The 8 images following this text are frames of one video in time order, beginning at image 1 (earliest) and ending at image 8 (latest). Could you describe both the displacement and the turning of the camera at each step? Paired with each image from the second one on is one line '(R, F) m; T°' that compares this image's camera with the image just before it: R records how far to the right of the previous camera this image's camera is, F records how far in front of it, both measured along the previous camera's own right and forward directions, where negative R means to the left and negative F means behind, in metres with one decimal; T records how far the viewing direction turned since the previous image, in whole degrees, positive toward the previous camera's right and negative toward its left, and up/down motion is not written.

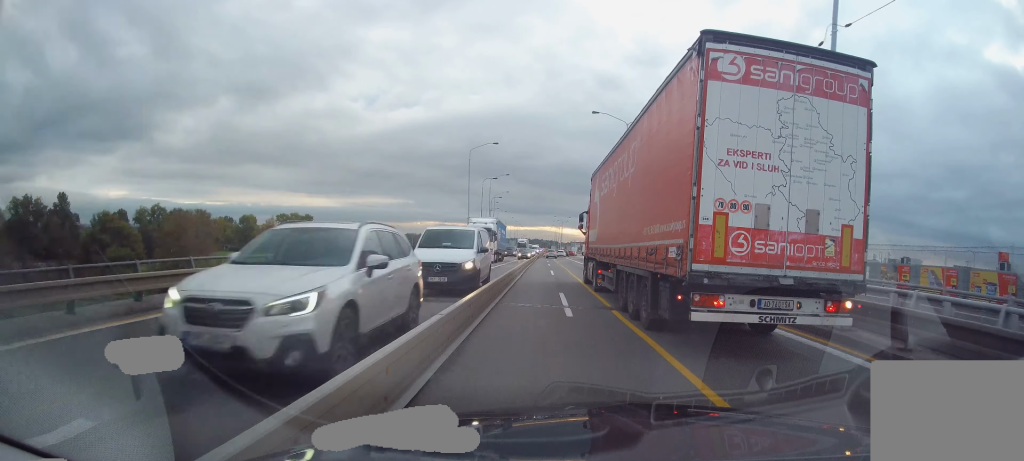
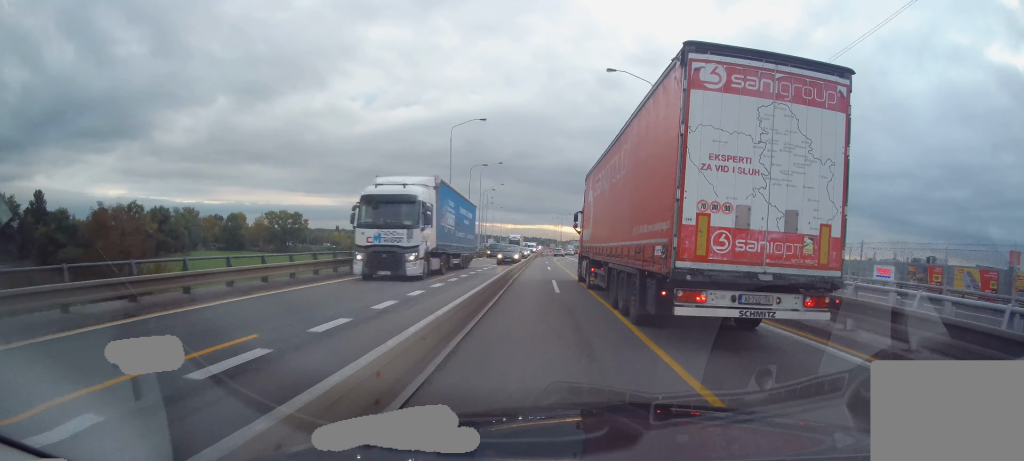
(-0.4, +12.3) m; 0°
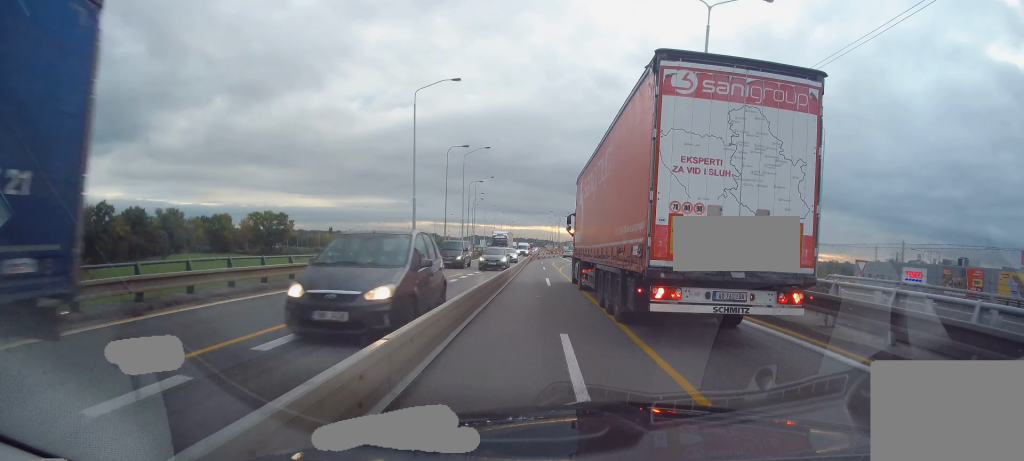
(+0.5, +13.5) m; +3°
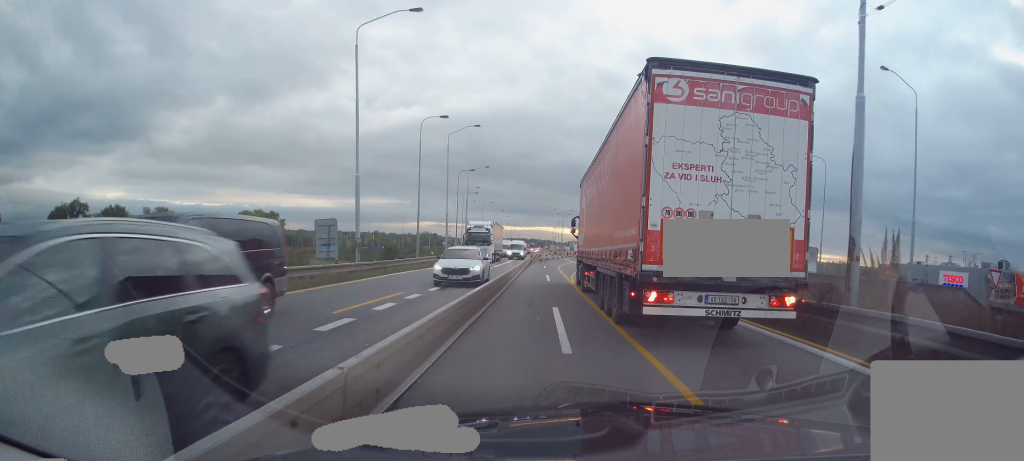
(0.0, +12.9) m; -1°
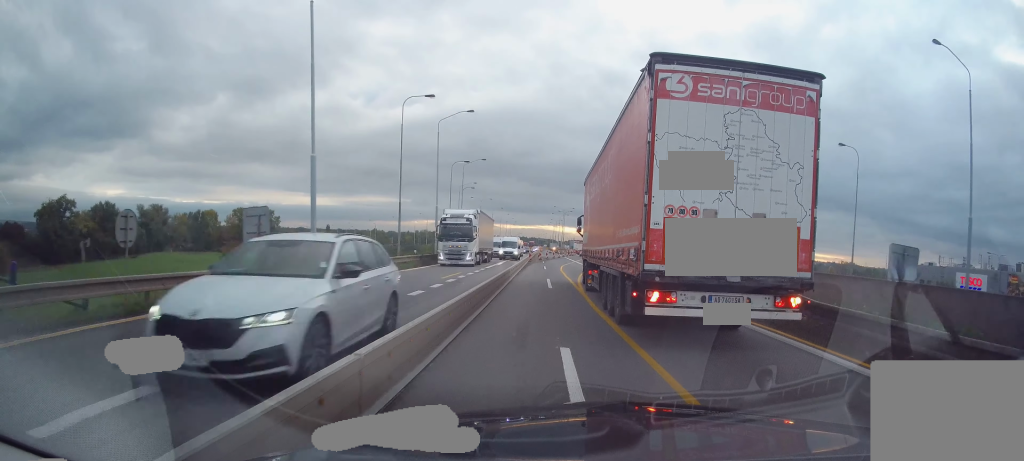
(+0.1, +5.4) m; -1°
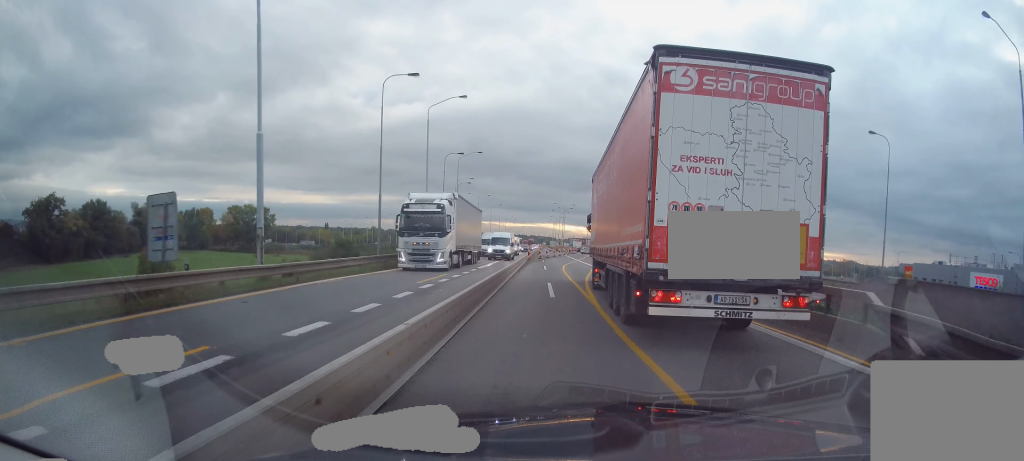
(0.0, +4.5) m; -1°
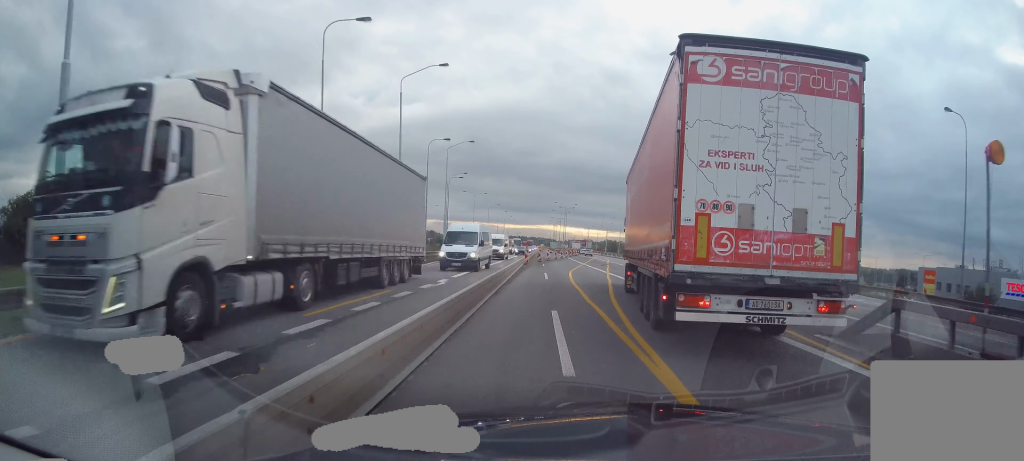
(-0.4, +9.0) m; 0°
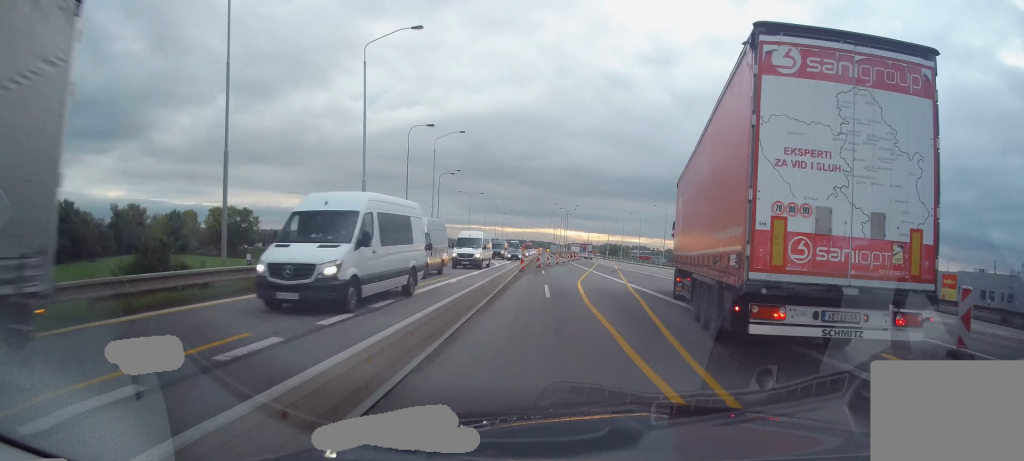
(+0.3, +8.0) m; 0°
